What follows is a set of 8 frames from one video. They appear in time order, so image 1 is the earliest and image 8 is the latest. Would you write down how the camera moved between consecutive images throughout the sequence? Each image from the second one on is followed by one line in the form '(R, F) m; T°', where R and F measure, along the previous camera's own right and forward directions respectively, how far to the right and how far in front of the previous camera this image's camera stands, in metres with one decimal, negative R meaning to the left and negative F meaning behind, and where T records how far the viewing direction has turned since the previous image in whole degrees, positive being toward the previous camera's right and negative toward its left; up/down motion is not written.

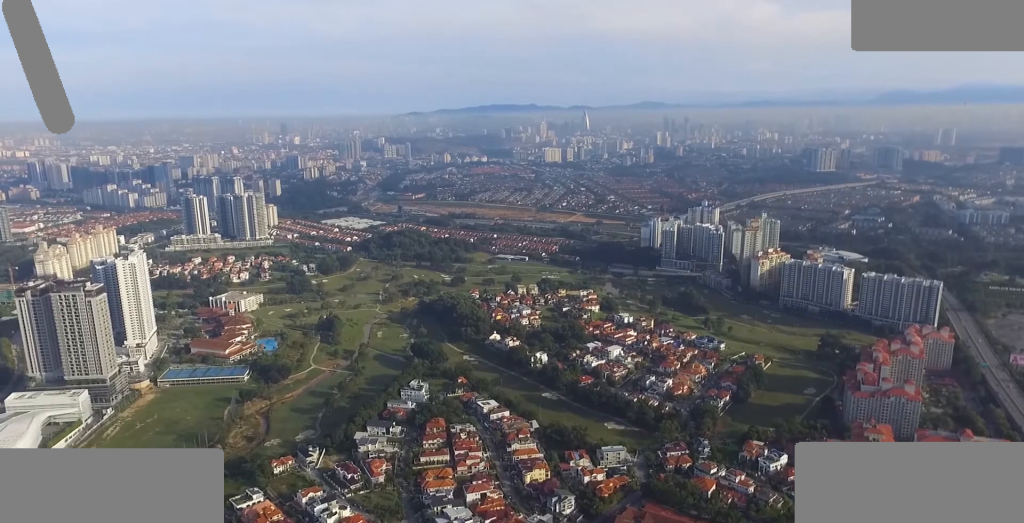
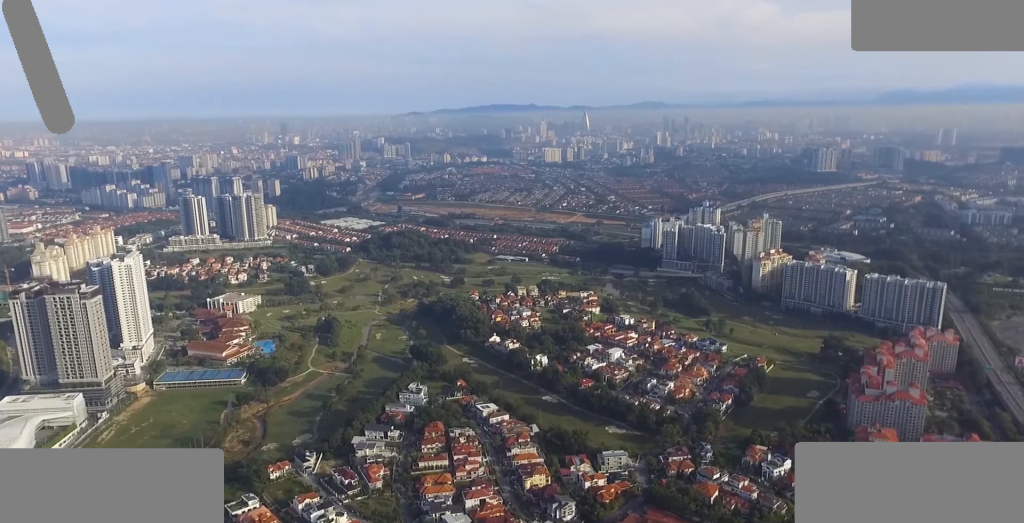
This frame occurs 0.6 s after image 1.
(0.0, +8.3) m; 0°
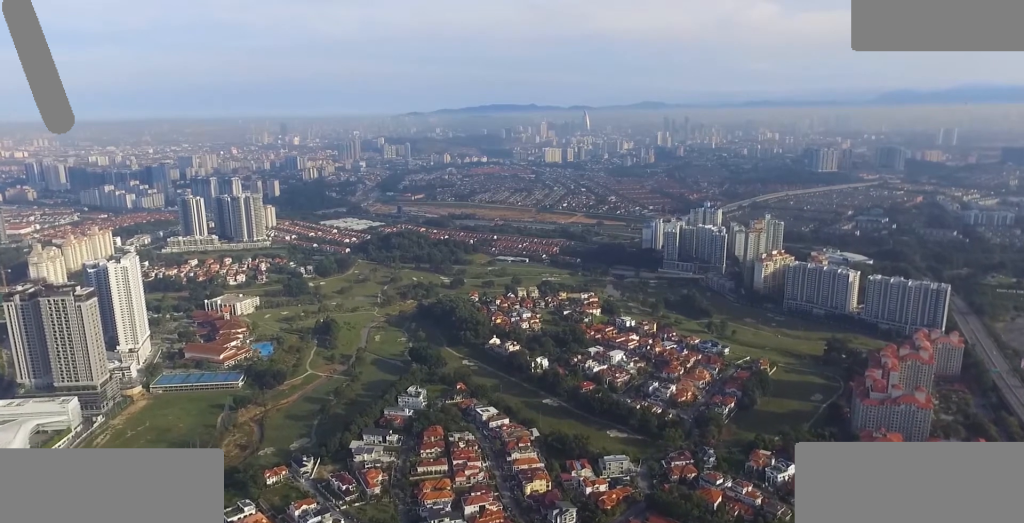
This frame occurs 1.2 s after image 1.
(0.0, +8.9) m; 0°
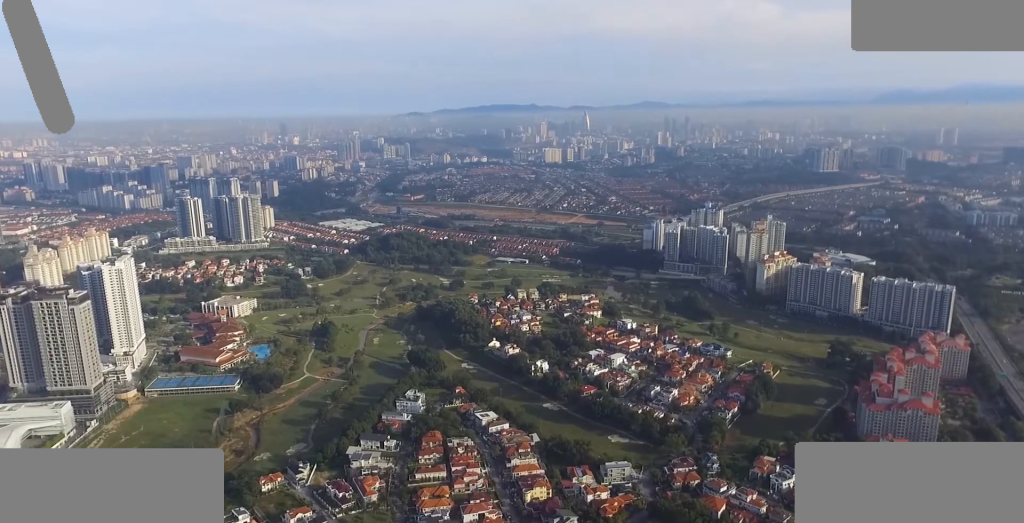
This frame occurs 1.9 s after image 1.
(0.0, +10.7) m; 0°
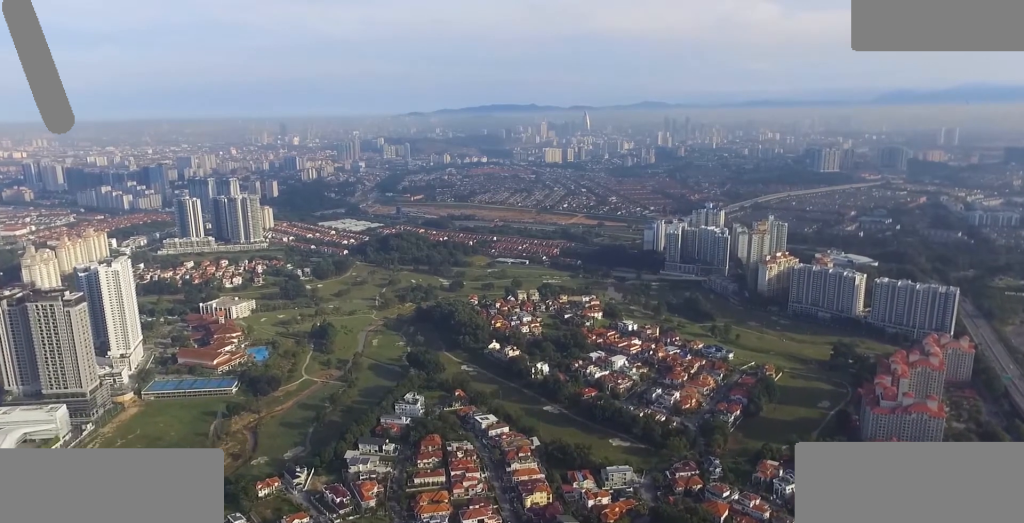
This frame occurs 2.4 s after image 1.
(0.0, +7.8) m; 0°
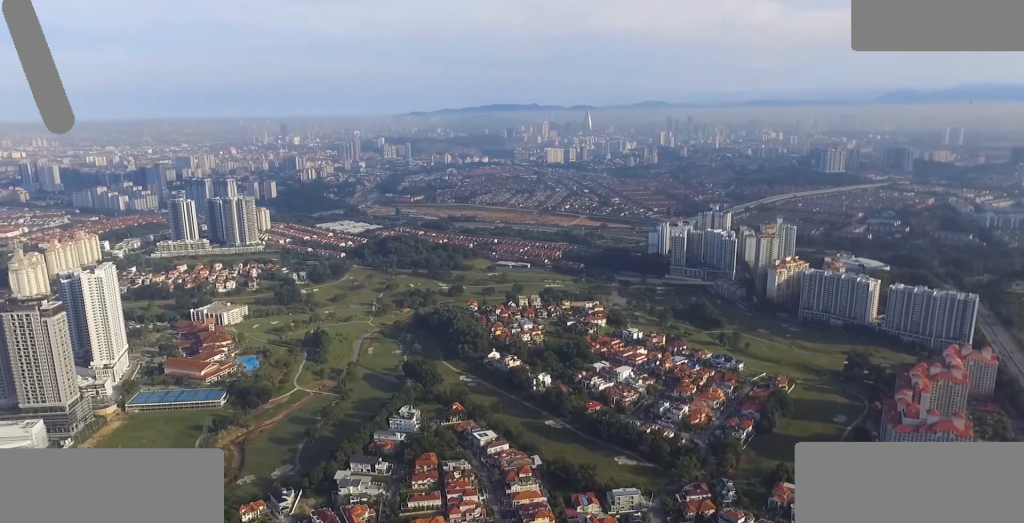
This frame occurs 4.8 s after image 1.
(-0.1, +35.8) m; 0°
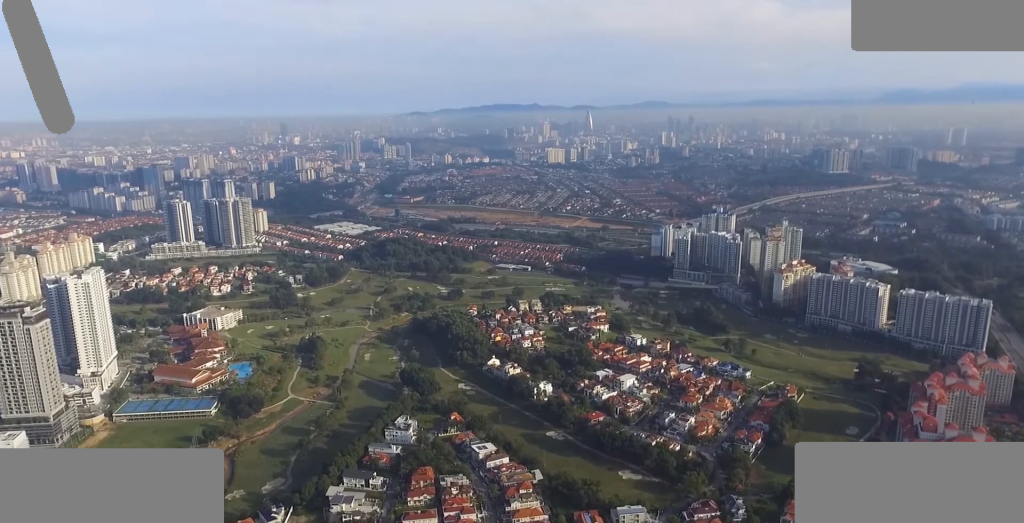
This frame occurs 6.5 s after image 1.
(0.0, +25.0) m; 0°
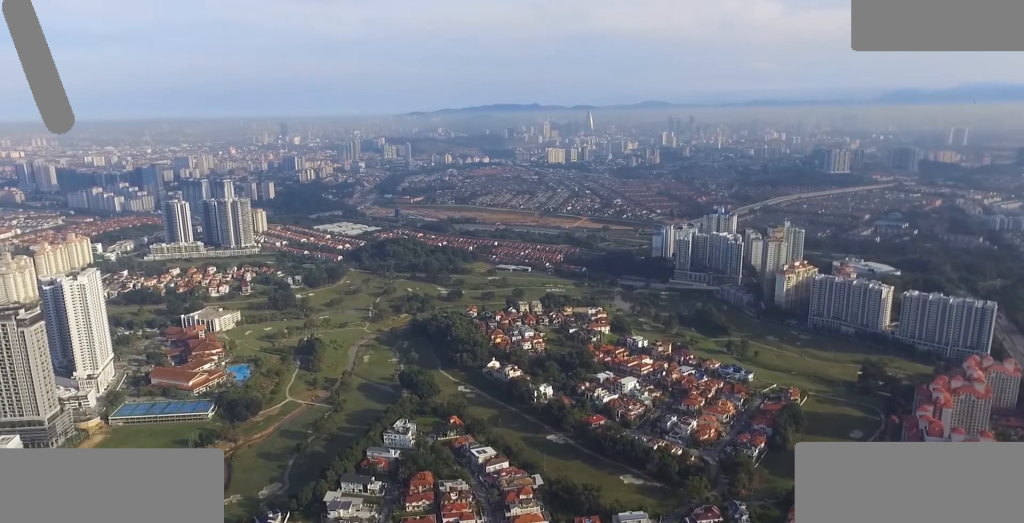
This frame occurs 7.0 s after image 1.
(0.0, +8.3) m; 0°
